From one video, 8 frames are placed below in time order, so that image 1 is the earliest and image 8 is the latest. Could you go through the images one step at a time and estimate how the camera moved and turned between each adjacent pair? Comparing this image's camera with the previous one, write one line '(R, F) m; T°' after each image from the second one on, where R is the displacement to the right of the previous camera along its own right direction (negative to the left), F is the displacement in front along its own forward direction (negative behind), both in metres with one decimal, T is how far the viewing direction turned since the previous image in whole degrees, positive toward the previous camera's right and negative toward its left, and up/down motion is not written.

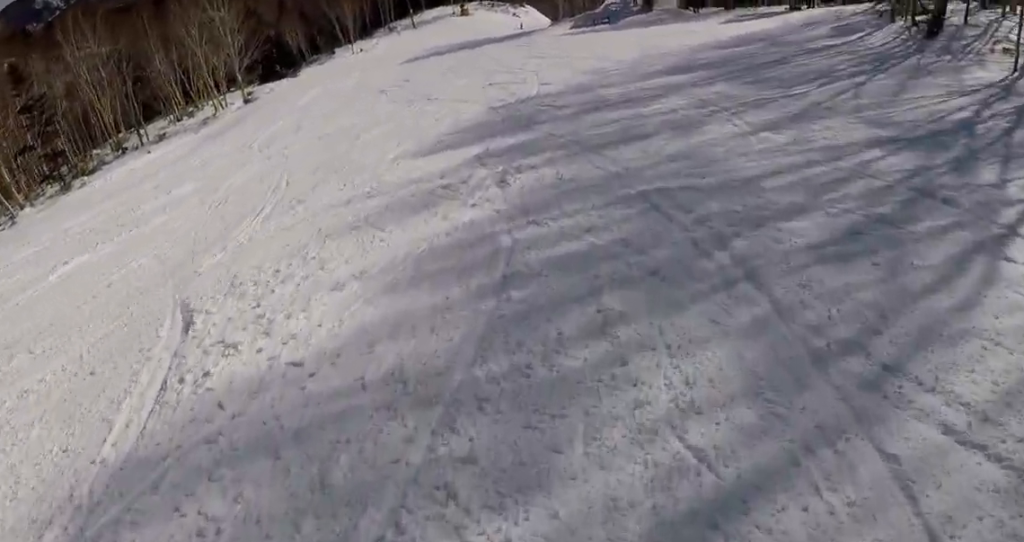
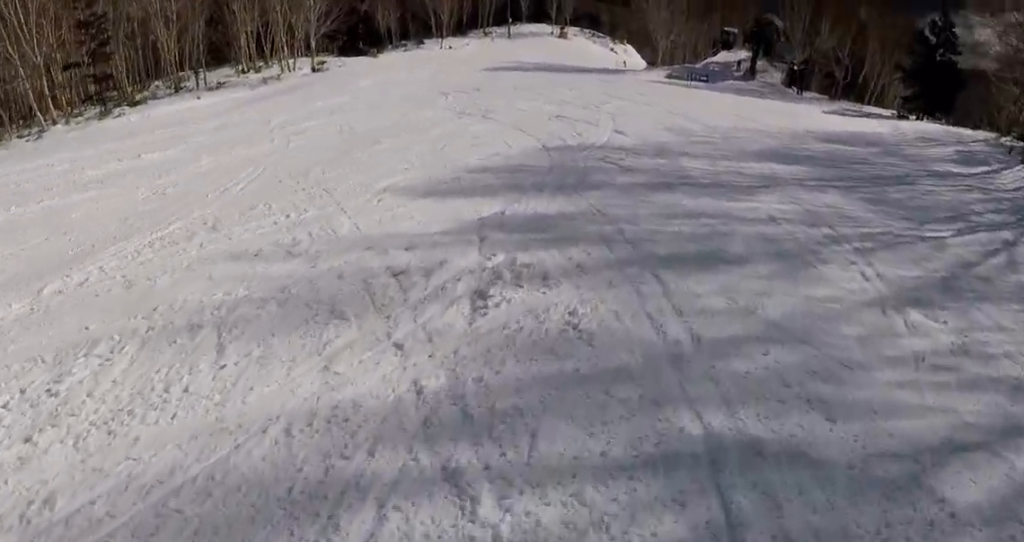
(+0.1, +3.4) m; -2°
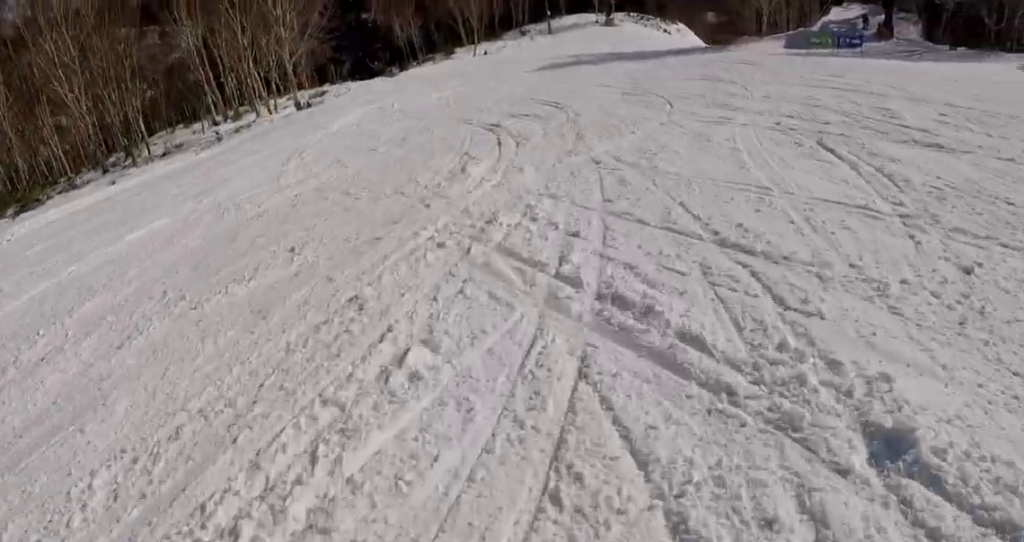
(-2.7, +19.4) m; -8°
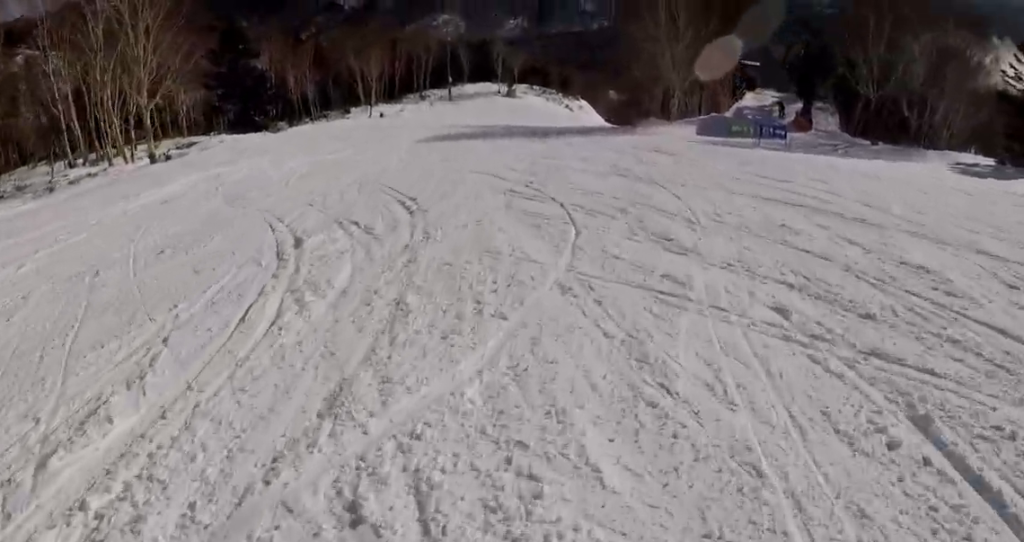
(0.0, +6.0) m; 0°
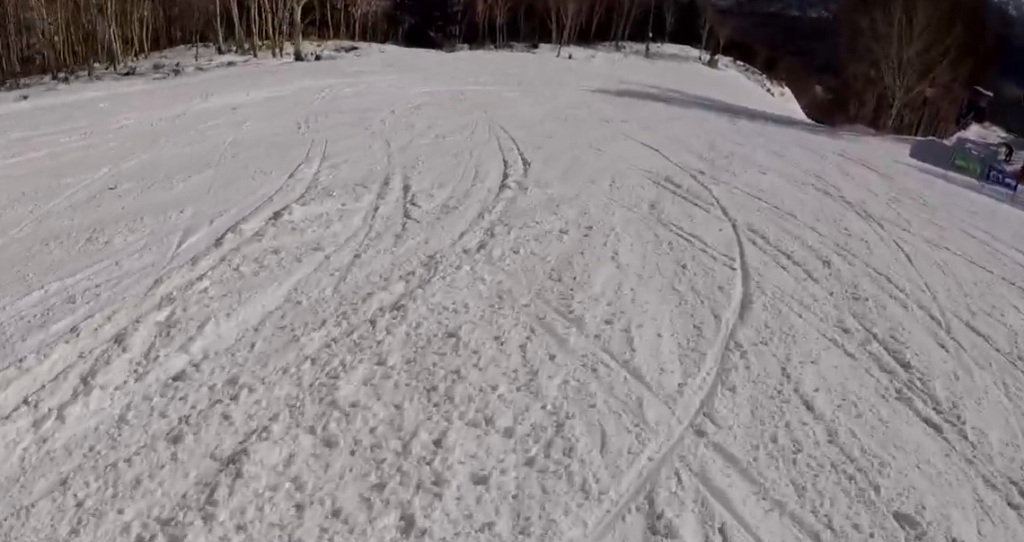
(0.0, +3.9) m; 0°
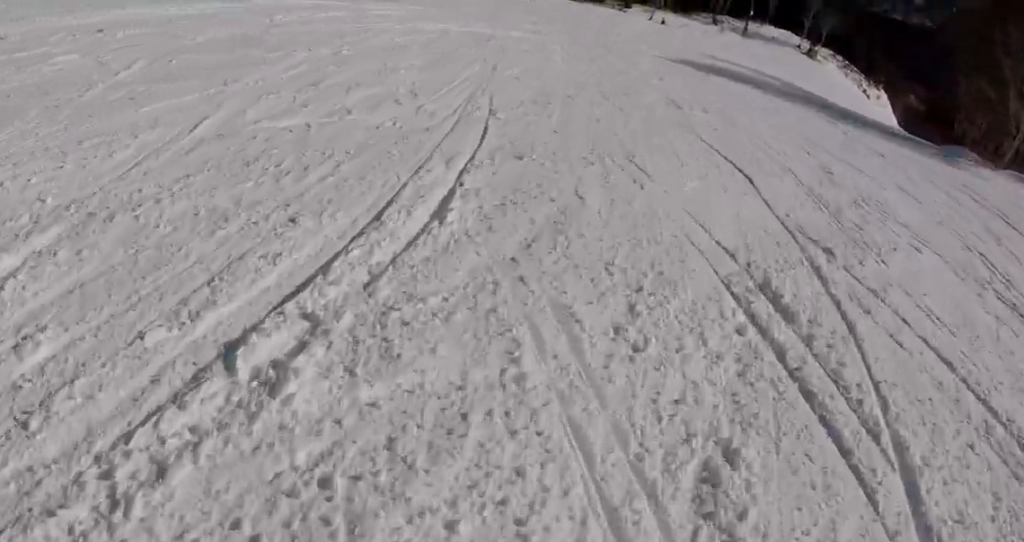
(0.0, +5.9) m; 0°
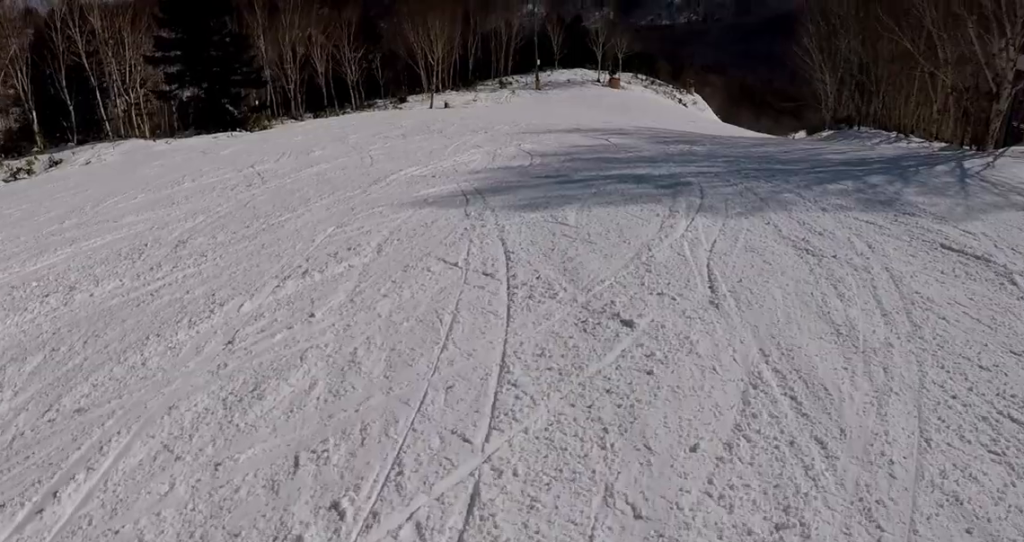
(0.0, +17.9) m; -3°
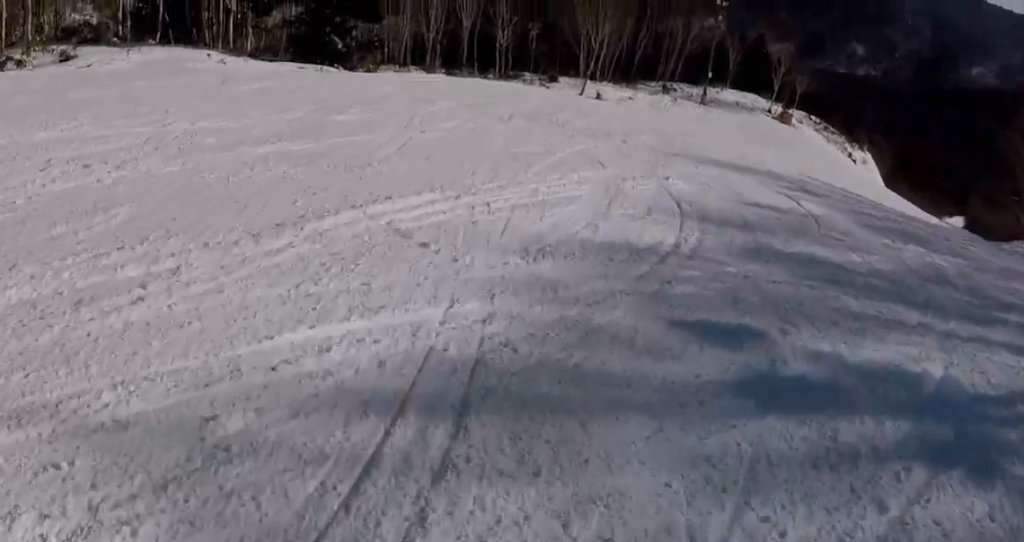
(-0.3, +8.1) m; -8°
